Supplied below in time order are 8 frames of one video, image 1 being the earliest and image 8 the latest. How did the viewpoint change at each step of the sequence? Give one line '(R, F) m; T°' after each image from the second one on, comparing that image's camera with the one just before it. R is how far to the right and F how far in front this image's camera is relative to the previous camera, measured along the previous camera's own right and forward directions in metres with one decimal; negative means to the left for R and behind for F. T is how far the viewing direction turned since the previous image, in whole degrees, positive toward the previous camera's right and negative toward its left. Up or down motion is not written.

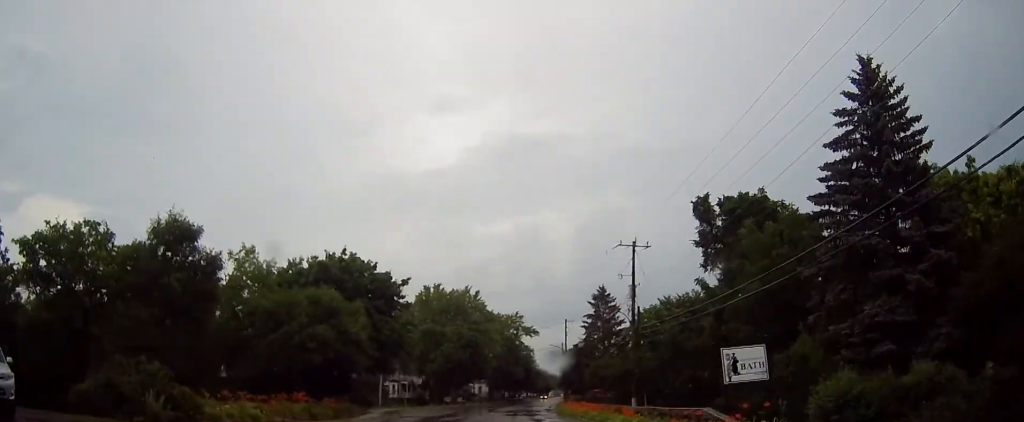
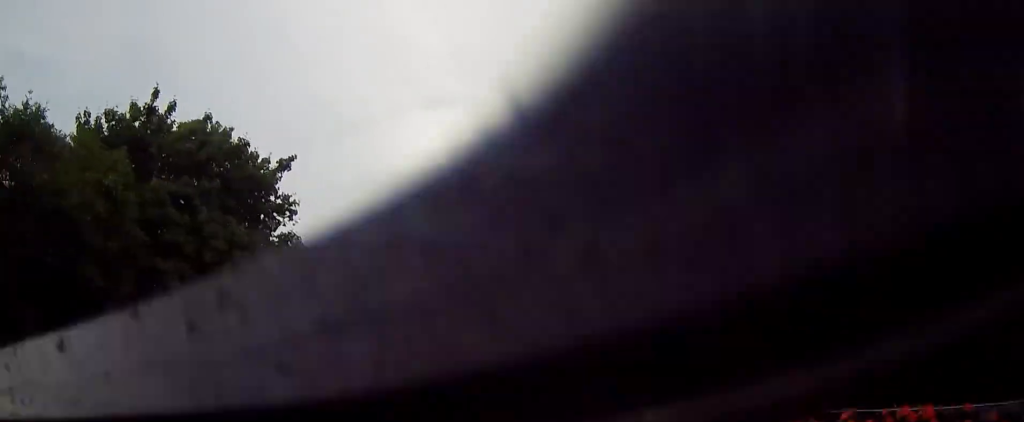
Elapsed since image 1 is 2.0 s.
(-0.1, +25.2) m; -1°
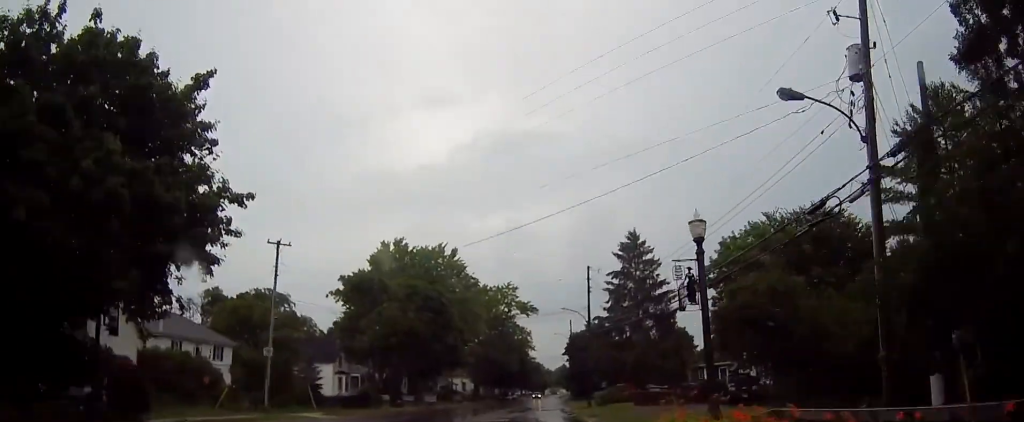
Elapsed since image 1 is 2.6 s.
(-0.1, +7.2) m; +1°
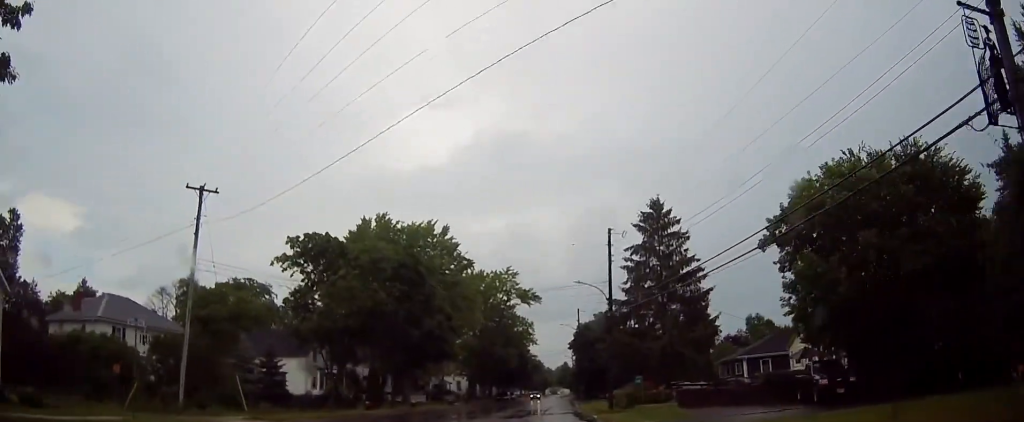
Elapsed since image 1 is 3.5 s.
(+0.2, +11.3) m; +1°
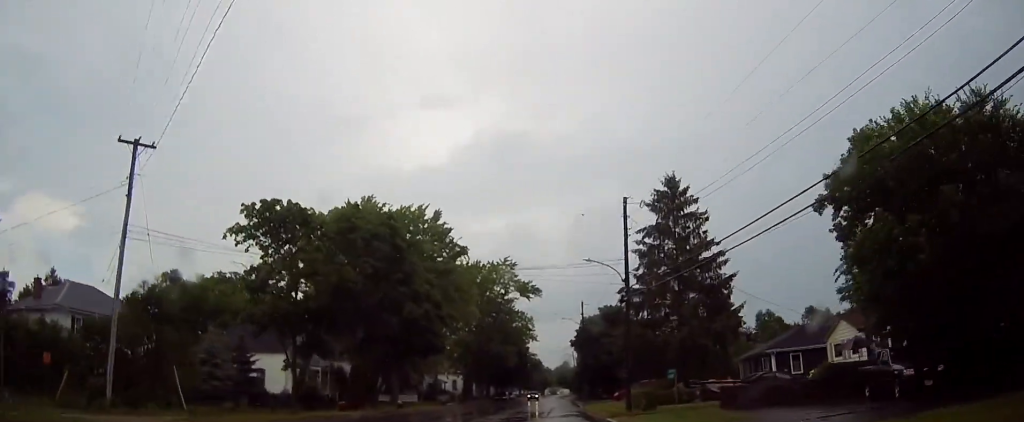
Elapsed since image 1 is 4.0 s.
(0.0, +6.2) m; 0°
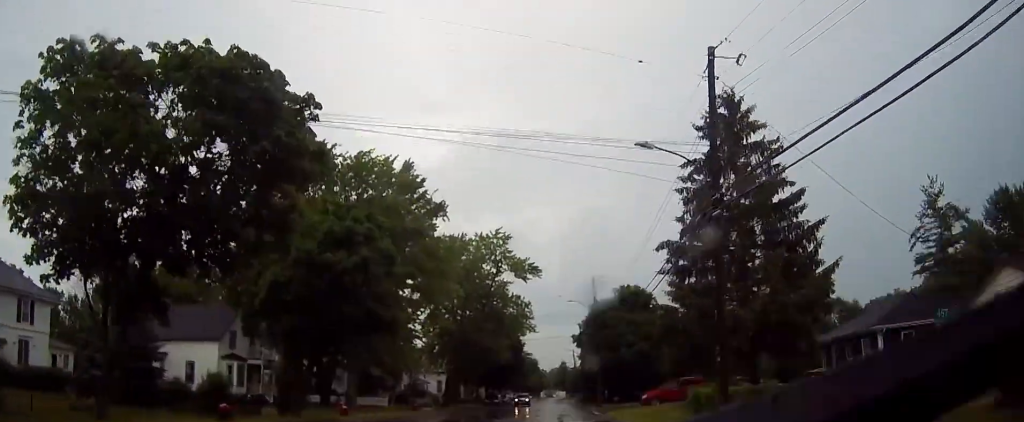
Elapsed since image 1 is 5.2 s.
(-0.1, +15.1) m; +1°
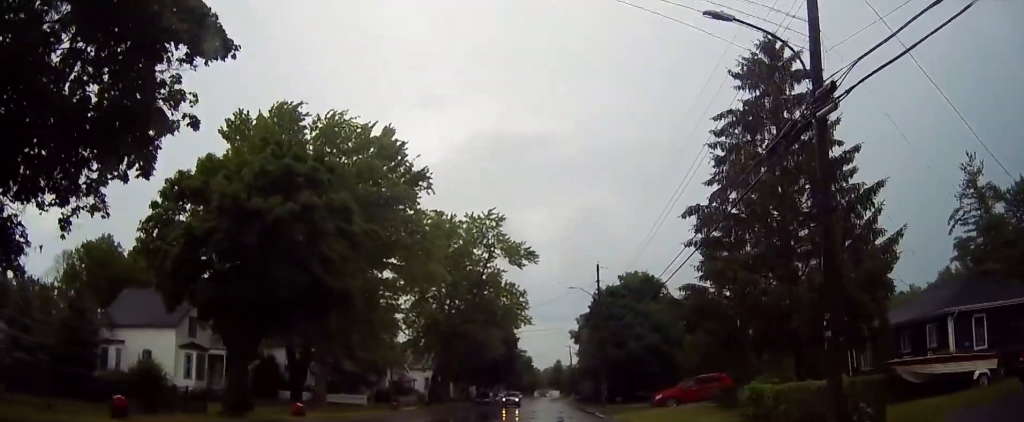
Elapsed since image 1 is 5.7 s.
(0.0, +6.5) m; +2°
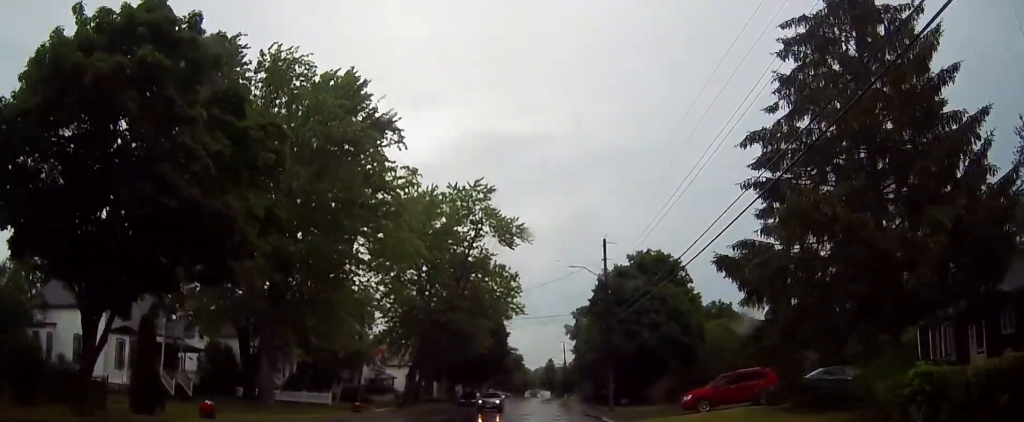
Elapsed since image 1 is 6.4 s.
(+0.3, +8.3) m; -1°
